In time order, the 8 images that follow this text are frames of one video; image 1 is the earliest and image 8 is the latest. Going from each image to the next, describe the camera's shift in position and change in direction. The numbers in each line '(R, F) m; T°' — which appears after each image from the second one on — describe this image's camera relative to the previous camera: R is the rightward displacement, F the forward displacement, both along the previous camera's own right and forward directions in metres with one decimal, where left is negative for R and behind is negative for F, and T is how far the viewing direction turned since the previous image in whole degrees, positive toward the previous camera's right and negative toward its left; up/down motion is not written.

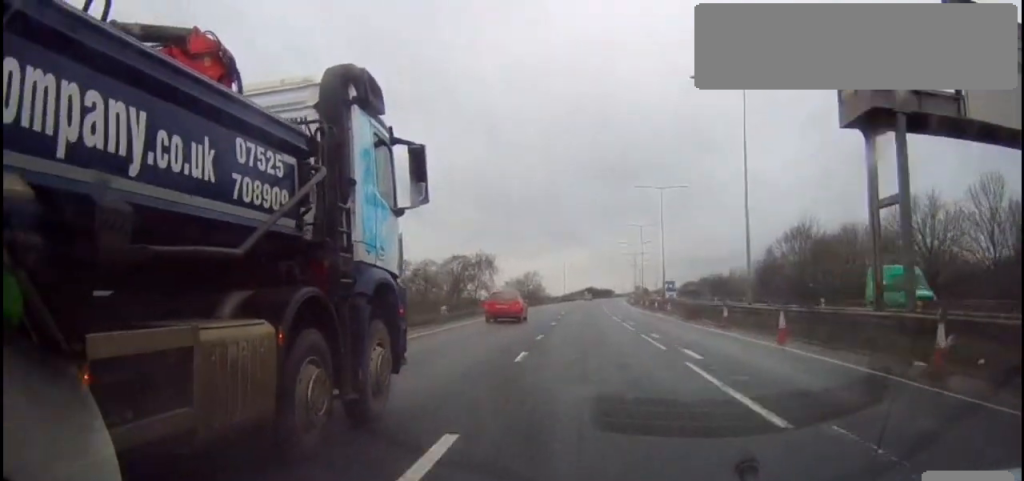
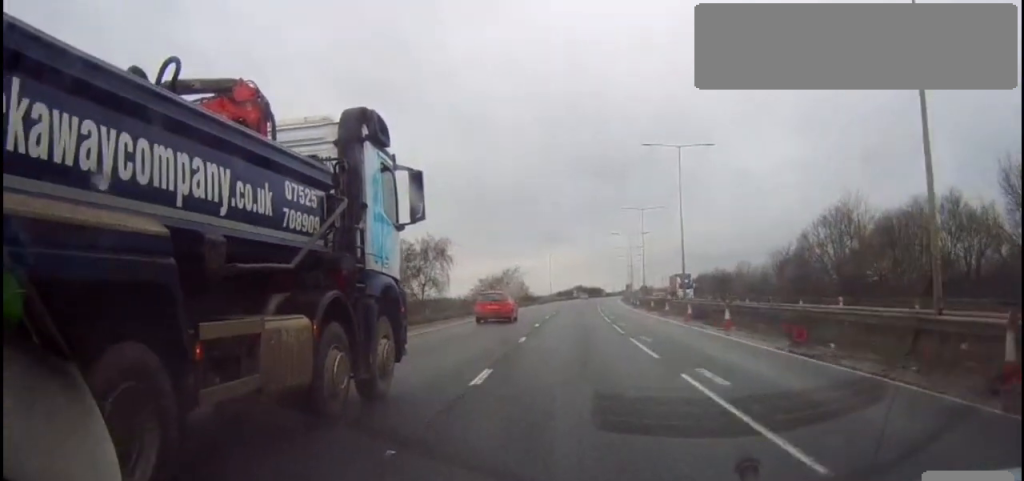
(+0.3, +19.8) m; 0°
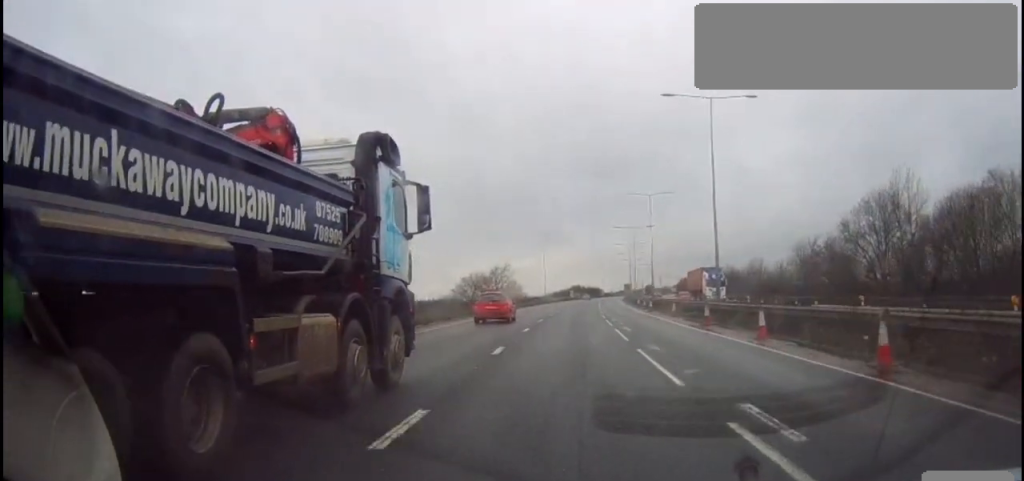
(-0.1, +12.8) m; 0°
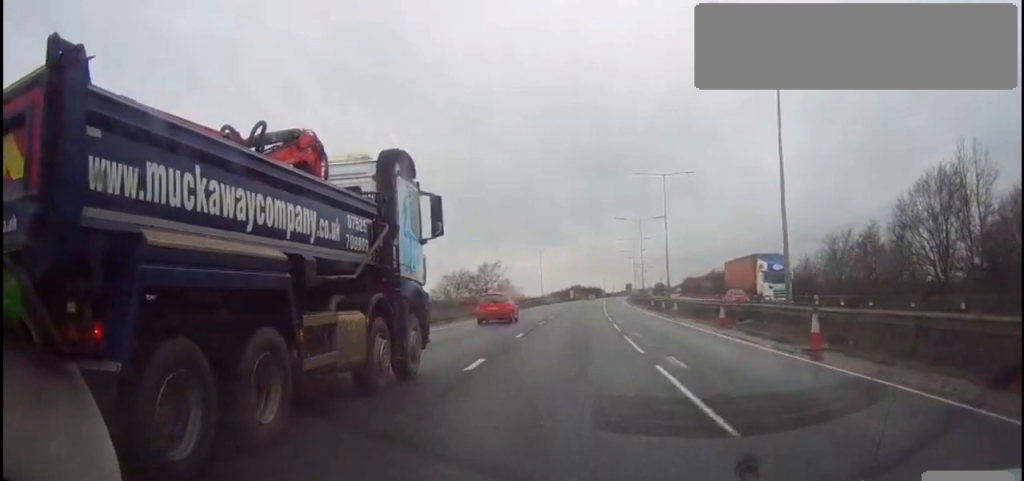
(-0.3, +12.3) m; 0°
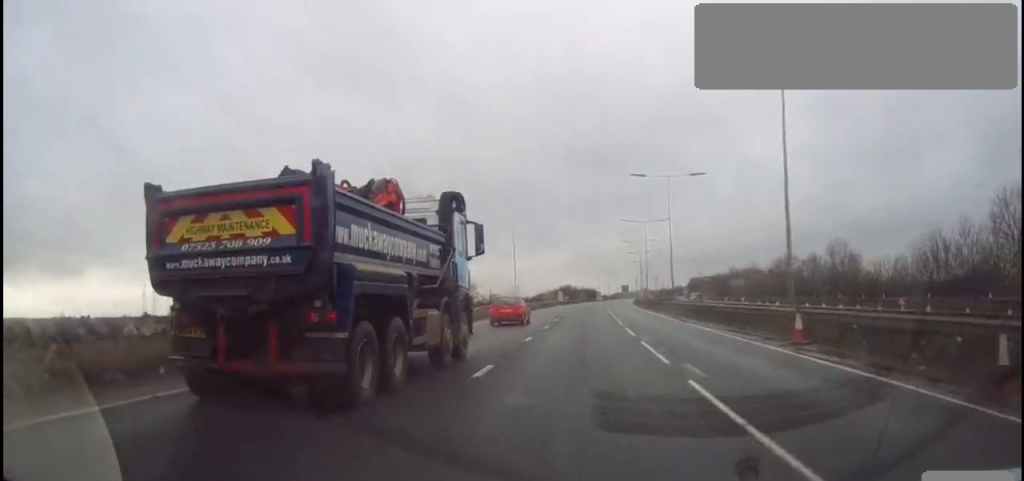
(+1.2, +37.2) m; +3°
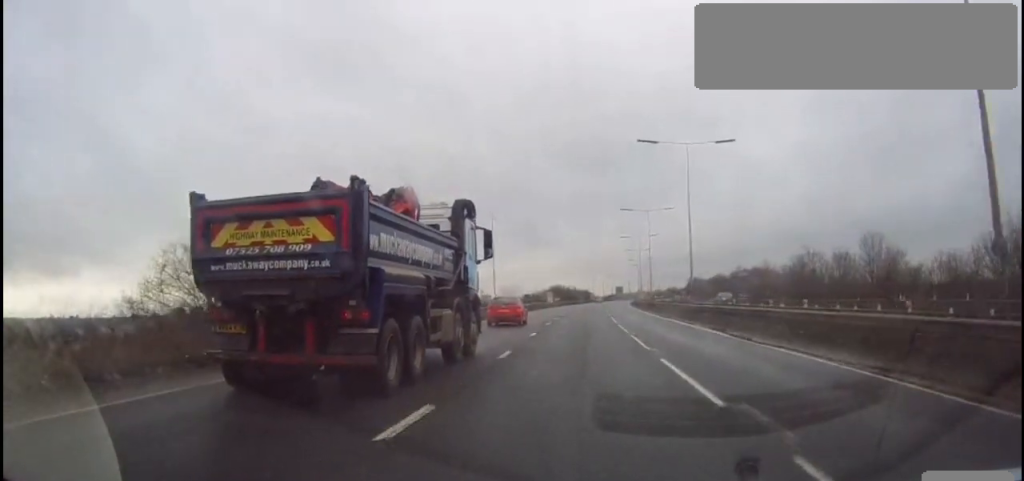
(+0.2, +14.4) m; 0°
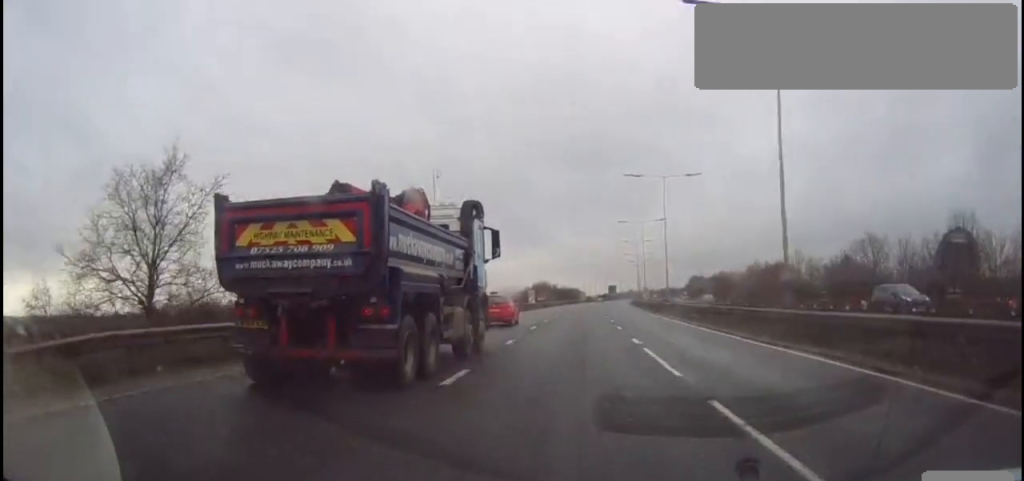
(-0.3, +23.9) m; +1°
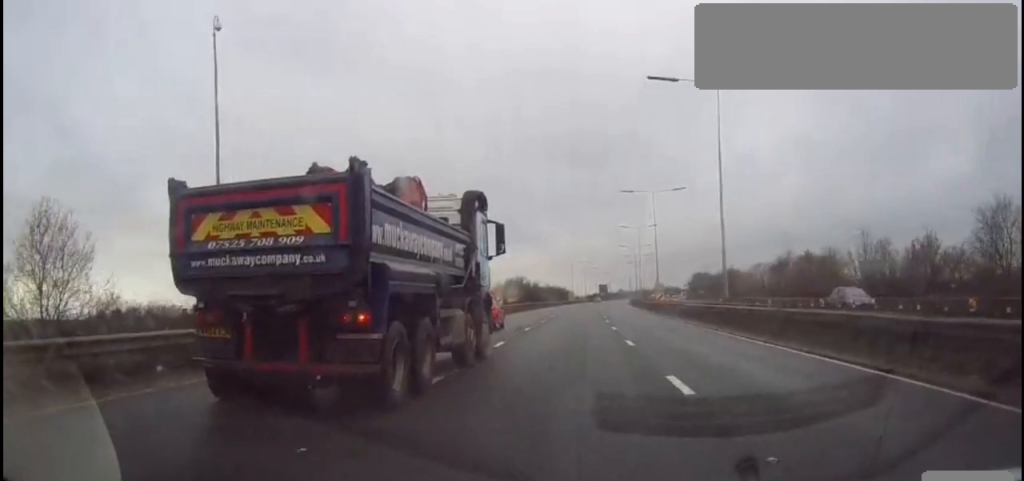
(+0.8, +27.5) m; +1°
